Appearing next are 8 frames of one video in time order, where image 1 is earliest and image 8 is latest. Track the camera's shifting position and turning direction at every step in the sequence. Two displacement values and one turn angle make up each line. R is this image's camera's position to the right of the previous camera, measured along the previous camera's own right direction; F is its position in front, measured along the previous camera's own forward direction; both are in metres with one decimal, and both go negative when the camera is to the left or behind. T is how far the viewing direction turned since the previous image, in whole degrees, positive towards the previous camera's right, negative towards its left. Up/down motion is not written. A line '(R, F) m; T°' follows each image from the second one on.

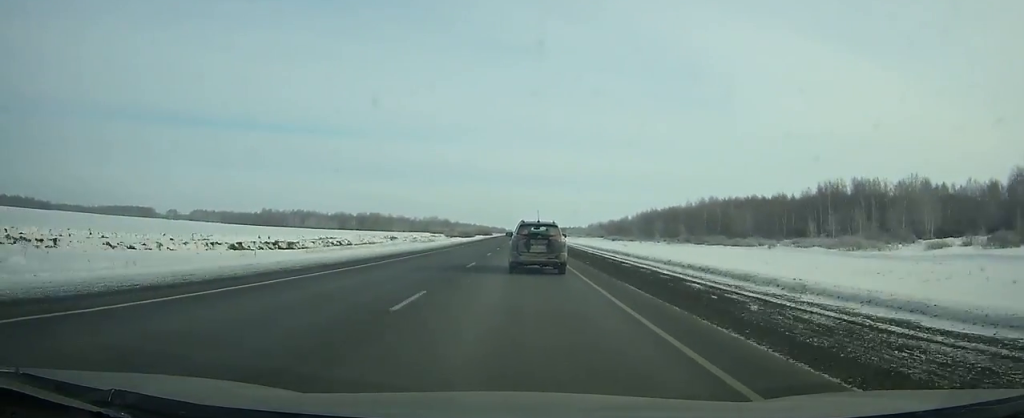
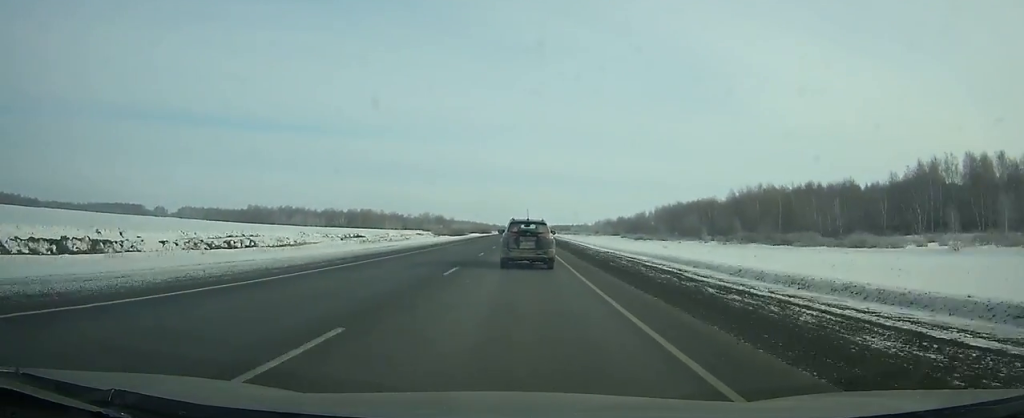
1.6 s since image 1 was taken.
(+0.1, +41.2) m; 0°
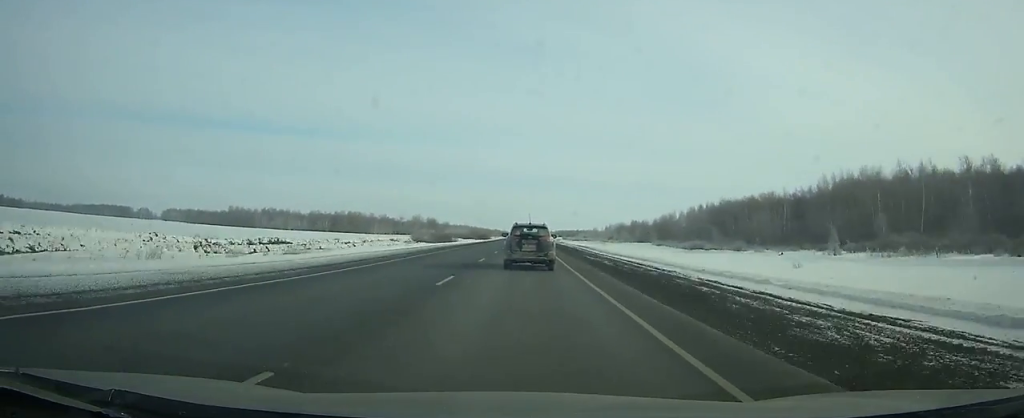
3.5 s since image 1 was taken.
(-0.1, +49.4) m; 0°
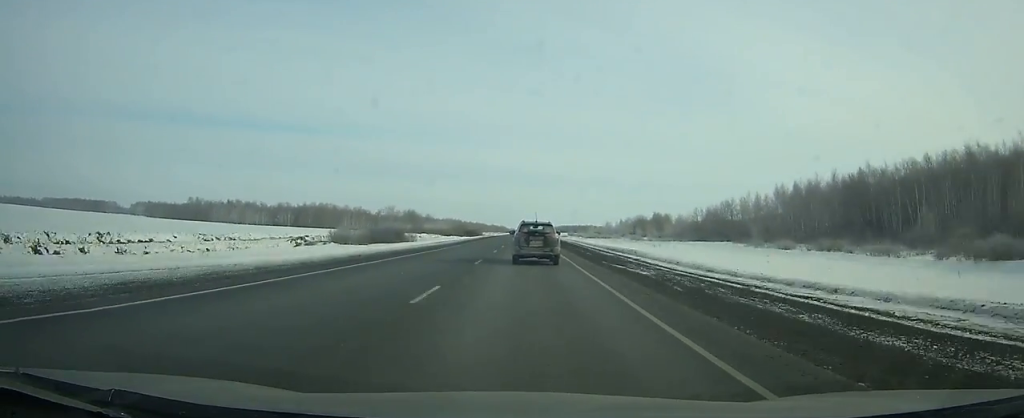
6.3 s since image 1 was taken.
(-0.4, +74.9) m; 0°
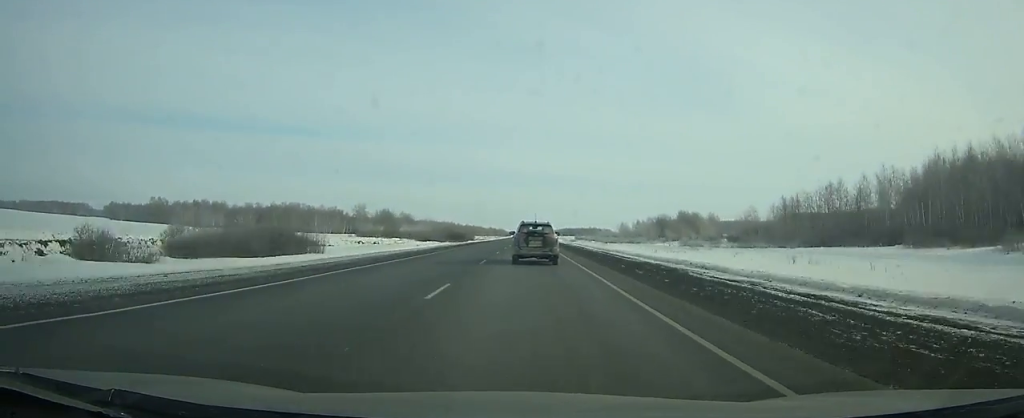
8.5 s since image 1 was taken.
(-0.2, +61.9) m; 0°
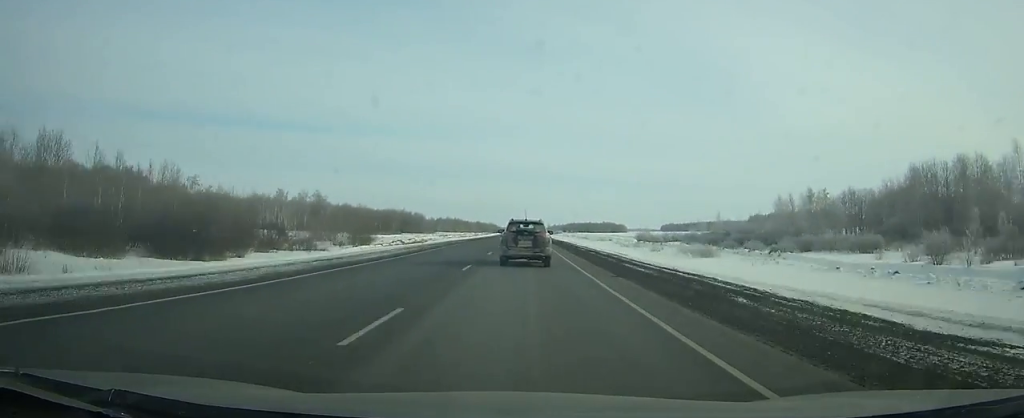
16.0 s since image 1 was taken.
(+1.5, +207.7) m; +1°
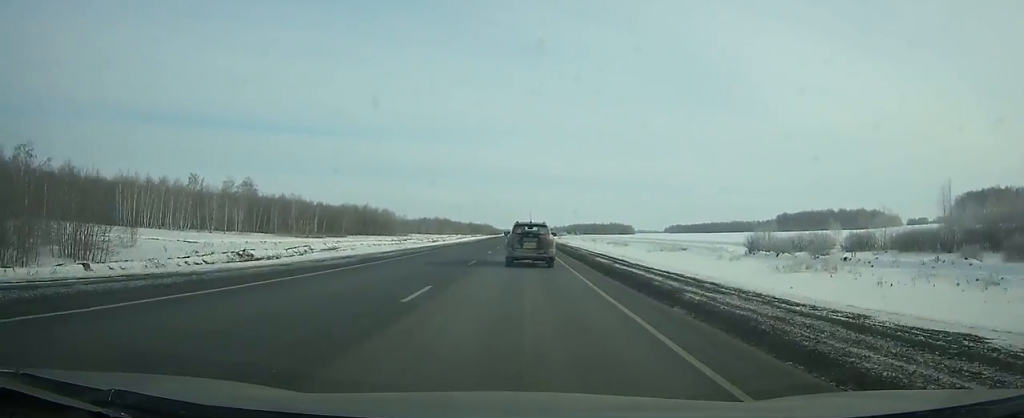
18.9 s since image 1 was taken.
(0.0, +77.1) m; 0°
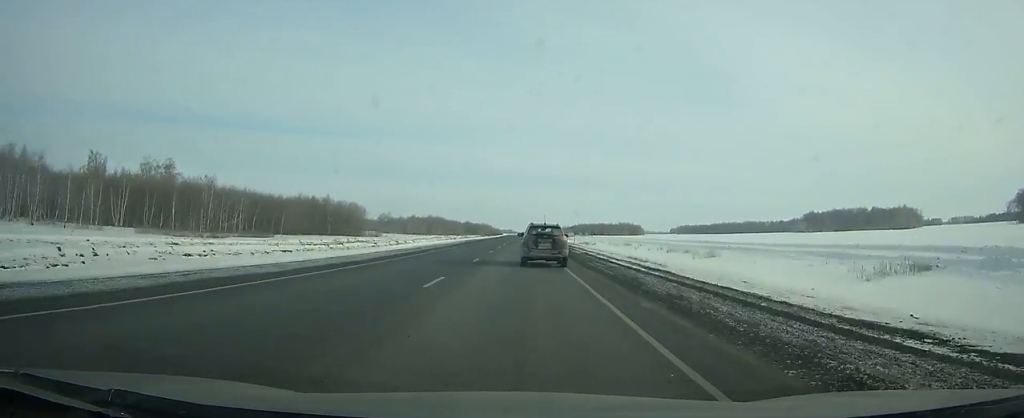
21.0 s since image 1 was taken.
(0.0, +56.3) m; 0°
